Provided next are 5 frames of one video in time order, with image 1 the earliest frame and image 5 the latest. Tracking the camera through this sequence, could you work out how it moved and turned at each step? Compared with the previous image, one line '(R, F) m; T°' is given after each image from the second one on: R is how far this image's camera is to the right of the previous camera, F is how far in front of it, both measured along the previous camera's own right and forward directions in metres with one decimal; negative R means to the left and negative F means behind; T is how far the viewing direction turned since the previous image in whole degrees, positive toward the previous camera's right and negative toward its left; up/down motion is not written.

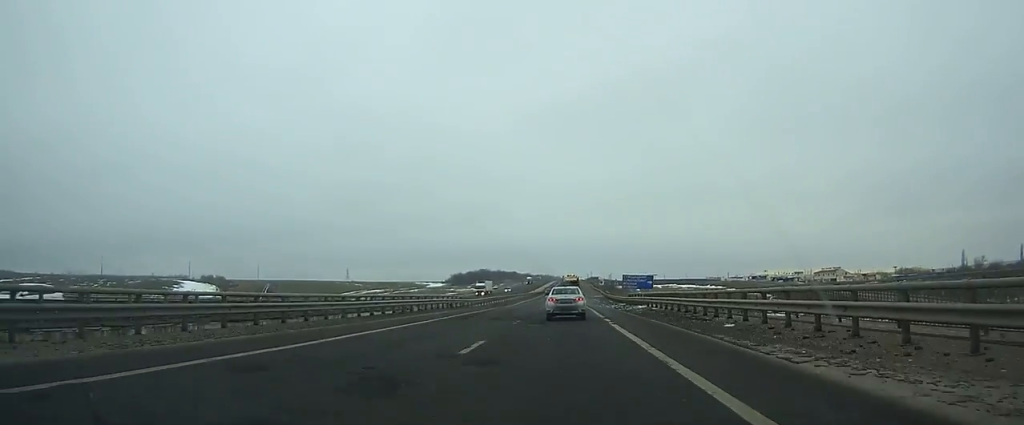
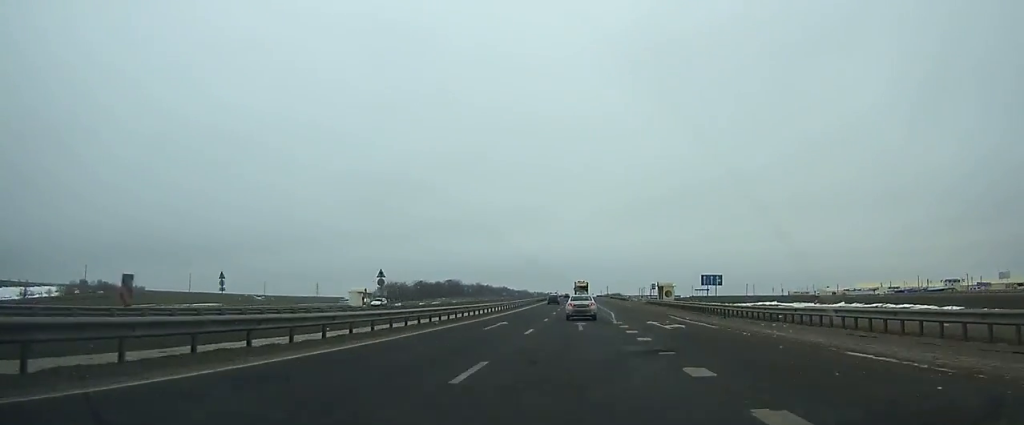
(+0.1, +173.0) m; +1°
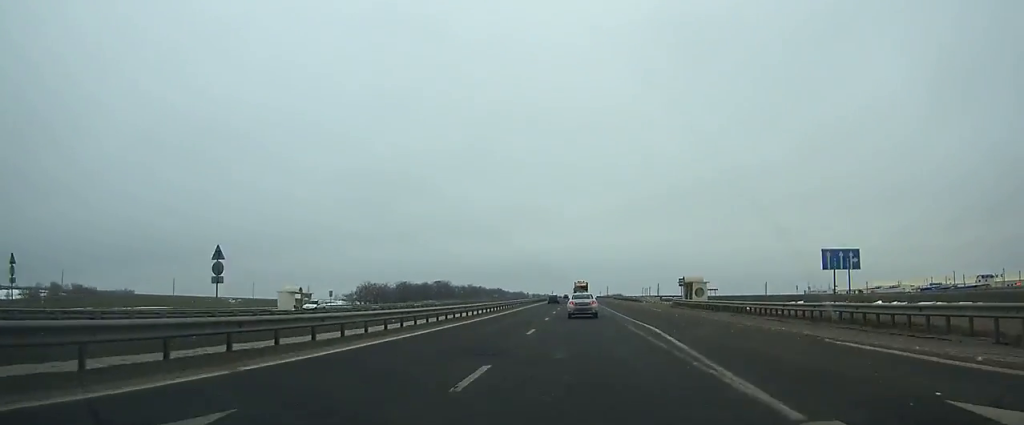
(0.0, +24.5) m; 0°
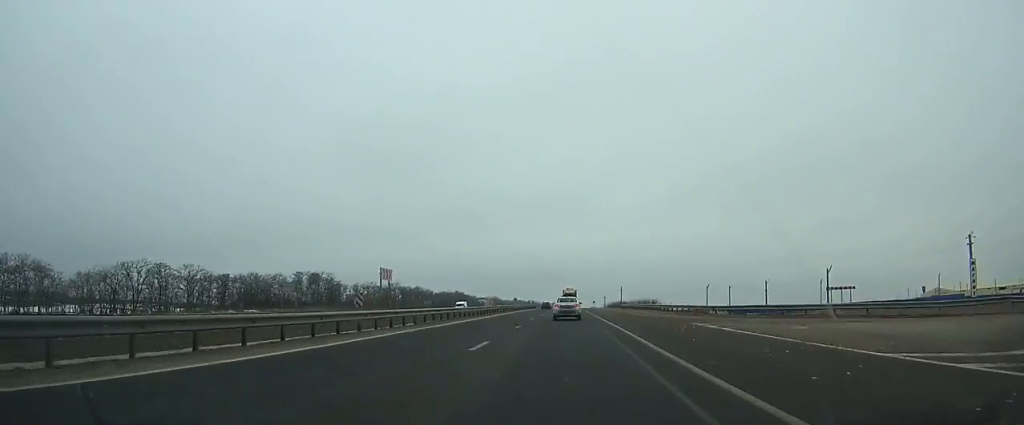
(+0.3, +157.5) m; 0°
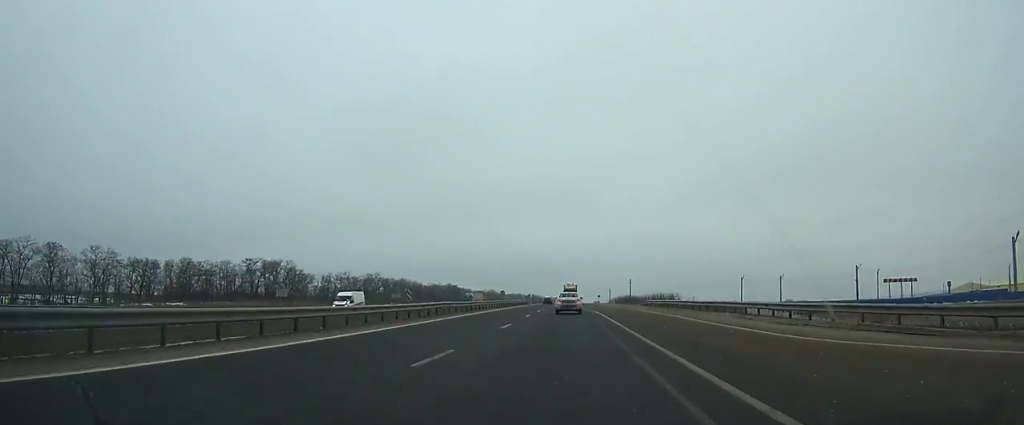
(0.0, +29.3) m; 0°
